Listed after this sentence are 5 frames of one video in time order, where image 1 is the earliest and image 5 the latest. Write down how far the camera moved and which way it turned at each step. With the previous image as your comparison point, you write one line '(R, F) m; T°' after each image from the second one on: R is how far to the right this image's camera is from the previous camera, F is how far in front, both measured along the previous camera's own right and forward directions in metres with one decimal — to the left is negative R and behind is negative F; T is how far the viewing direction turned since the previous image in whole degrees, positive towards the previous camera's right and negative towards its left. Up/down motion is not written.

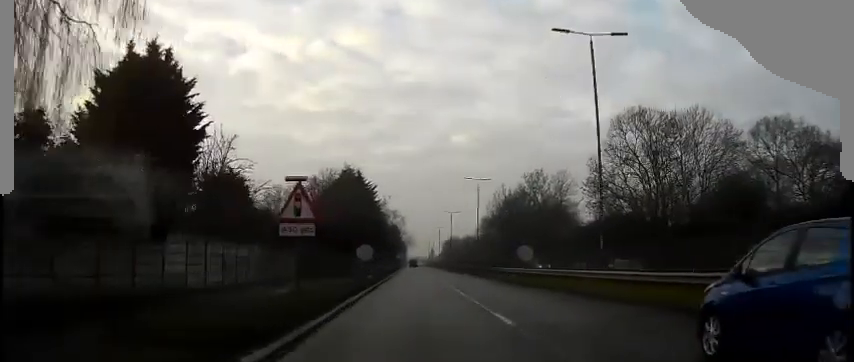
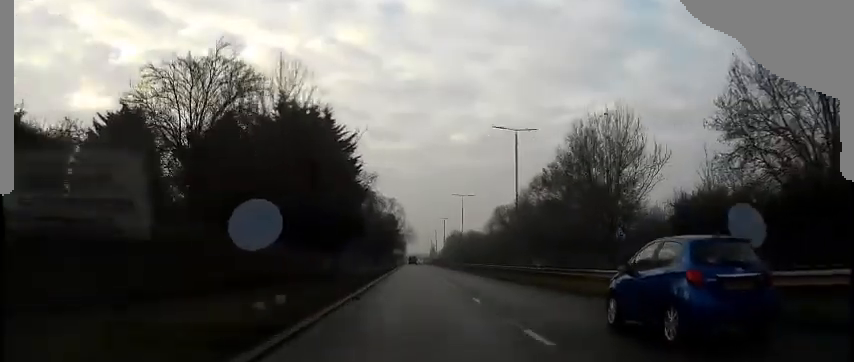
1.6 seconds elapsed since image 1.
(-0.4, +30.1) m; -1°
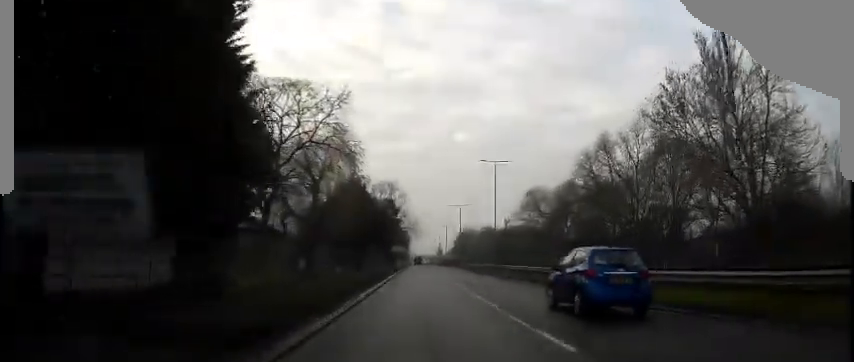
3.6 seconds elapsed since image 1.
(+0.2, +35.3) m; +1°
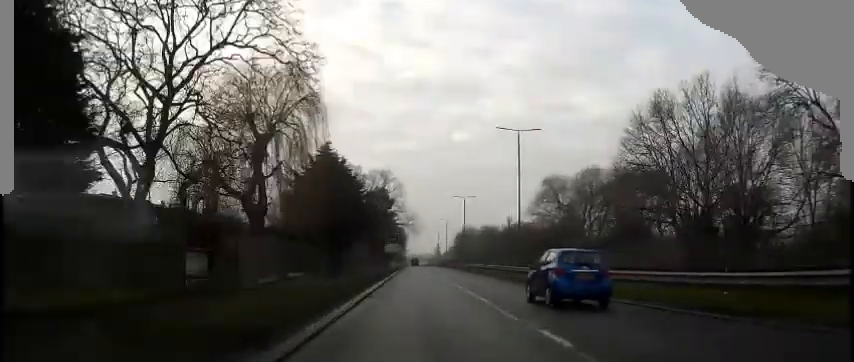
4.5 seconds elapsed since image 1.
(0.0, +17.1) m; 0°
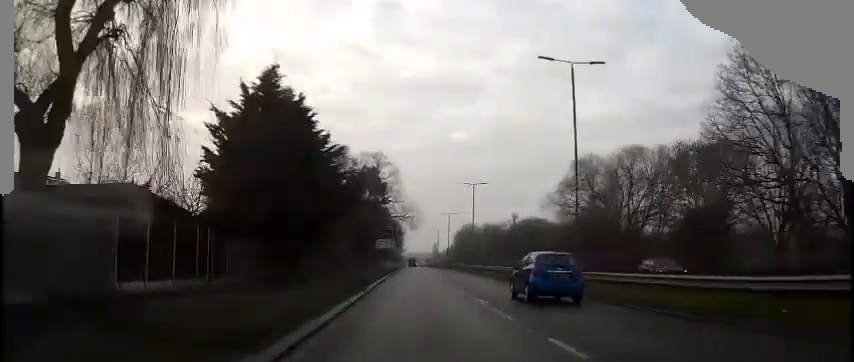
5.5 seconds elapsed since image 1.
(+0.1, +18.6) m; 0°
